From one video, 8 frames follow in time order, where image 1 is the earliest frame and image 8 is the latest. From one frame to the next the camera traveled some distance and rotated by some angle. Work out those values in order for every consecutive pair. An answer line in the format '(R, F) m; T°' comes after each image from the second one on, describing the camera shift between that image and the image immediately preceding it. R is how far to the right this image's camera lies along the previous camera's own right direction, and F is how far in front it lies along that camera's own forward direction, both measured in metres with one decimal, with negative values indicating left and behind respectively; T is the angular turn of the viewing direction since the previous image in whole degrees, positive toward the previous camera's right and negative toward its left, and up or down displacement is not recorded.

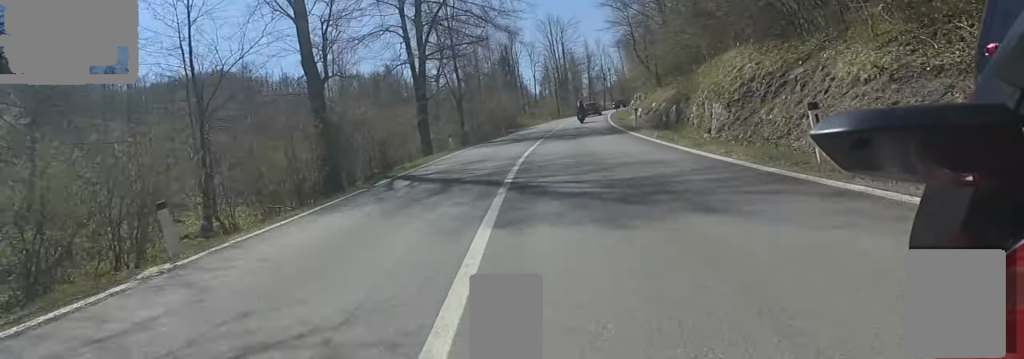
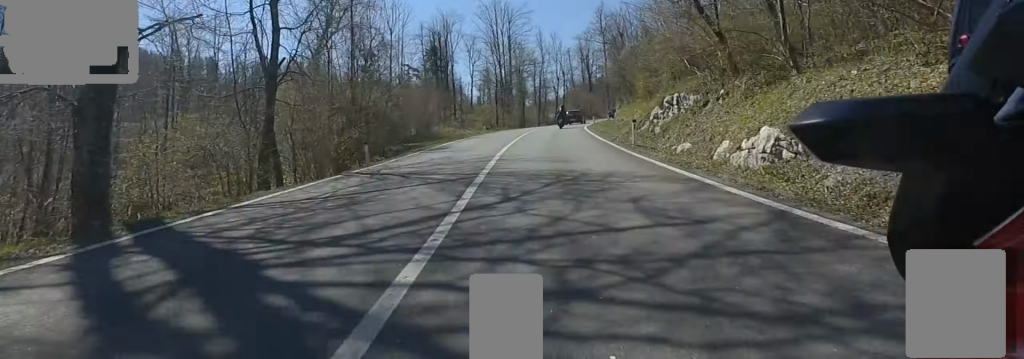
(0.0, +23.7) m; +1°
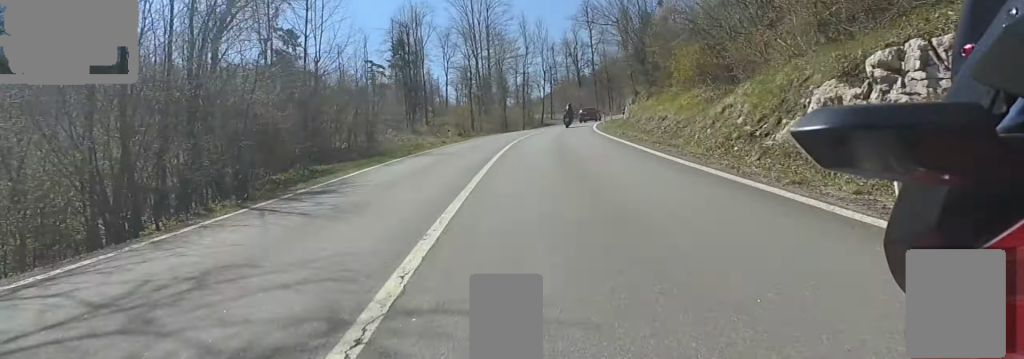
(-0.3, +12.5) m; +6°
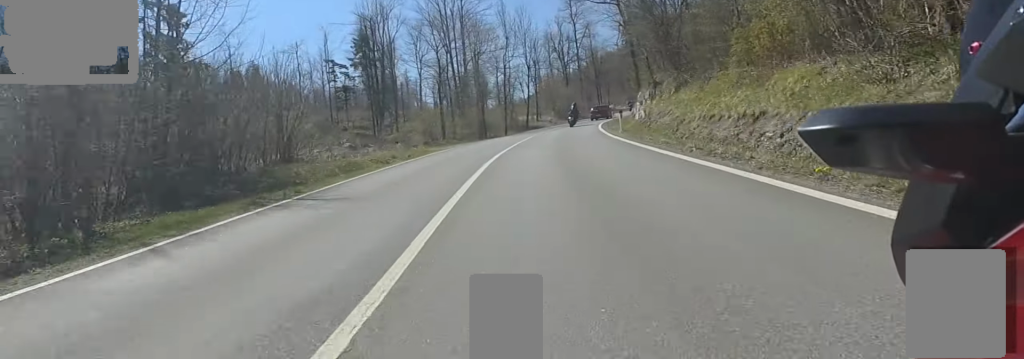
(+0.6, +9.3) m; +5°
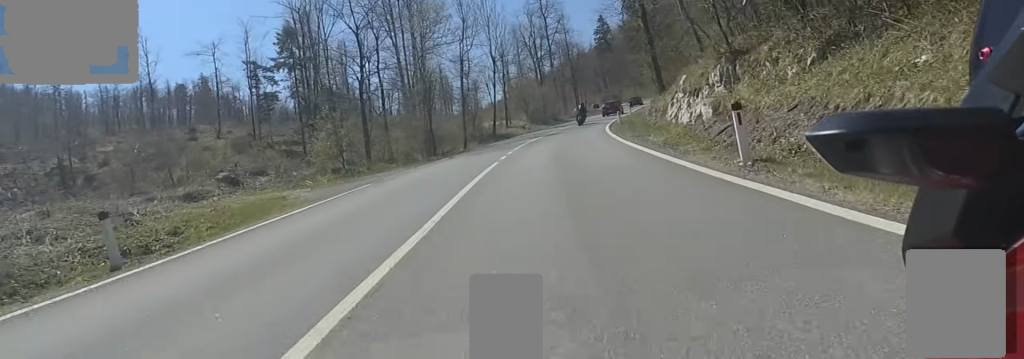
(+1.2, +13.7) m; +9°
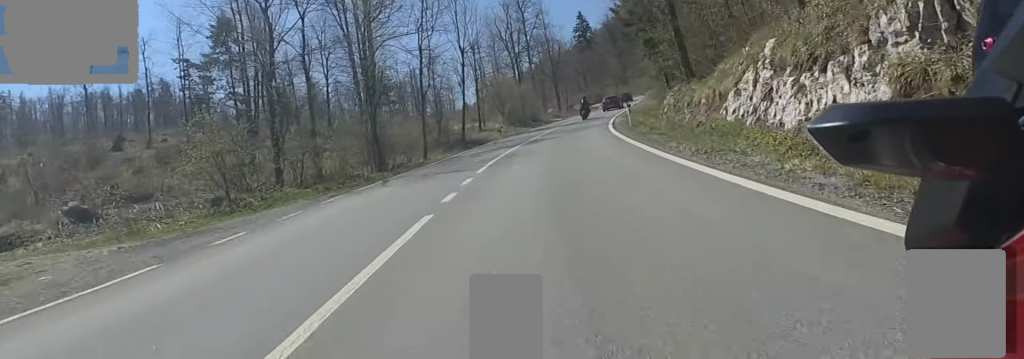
(+0.5, +8.1) m; +2°
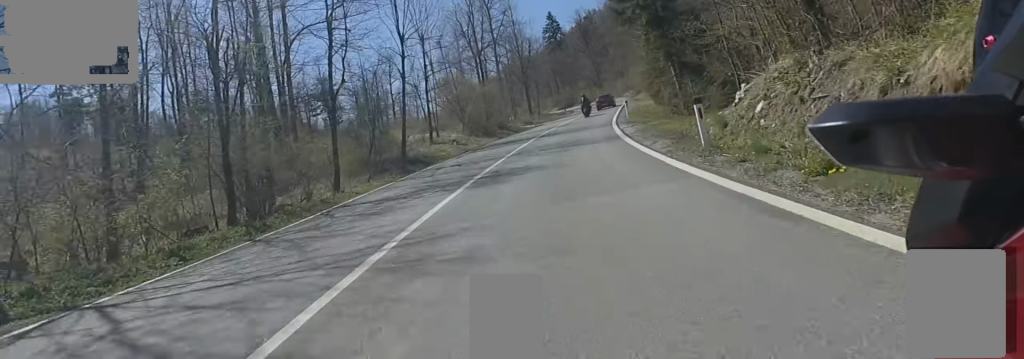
(+0.4, +10.6) m; +2°
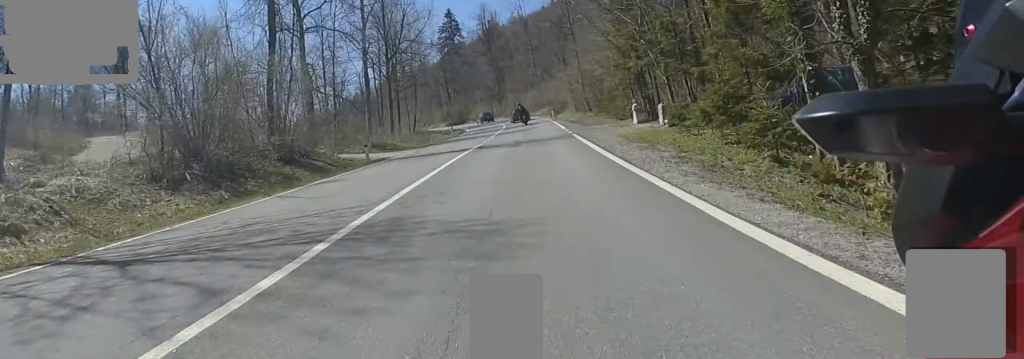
(+0.8, +28.4) m; +4°
